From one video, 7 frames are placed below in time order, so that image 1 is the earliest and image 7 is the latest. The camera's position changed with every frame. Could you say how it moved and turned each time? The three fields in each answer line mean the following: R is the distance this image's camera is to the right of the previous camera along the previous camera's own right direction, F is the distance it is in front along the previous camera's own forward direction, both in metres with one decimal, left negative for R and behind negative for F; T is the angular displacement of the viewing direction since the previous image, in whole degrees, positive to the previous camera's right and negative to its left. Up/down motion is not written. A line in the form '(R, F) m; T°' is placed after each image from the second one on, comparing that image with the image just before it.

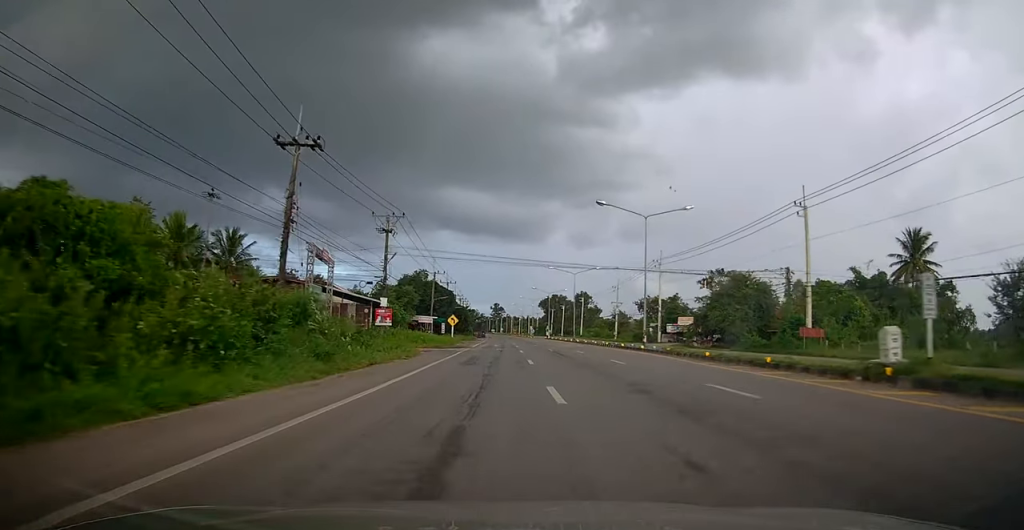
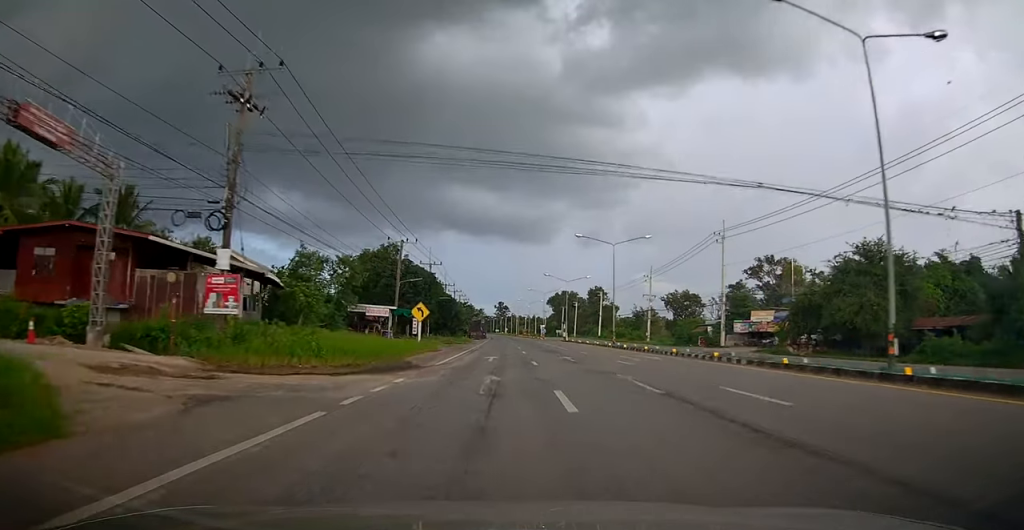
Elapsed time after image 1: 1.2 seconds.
(+0.1, +24.5) m; -1°
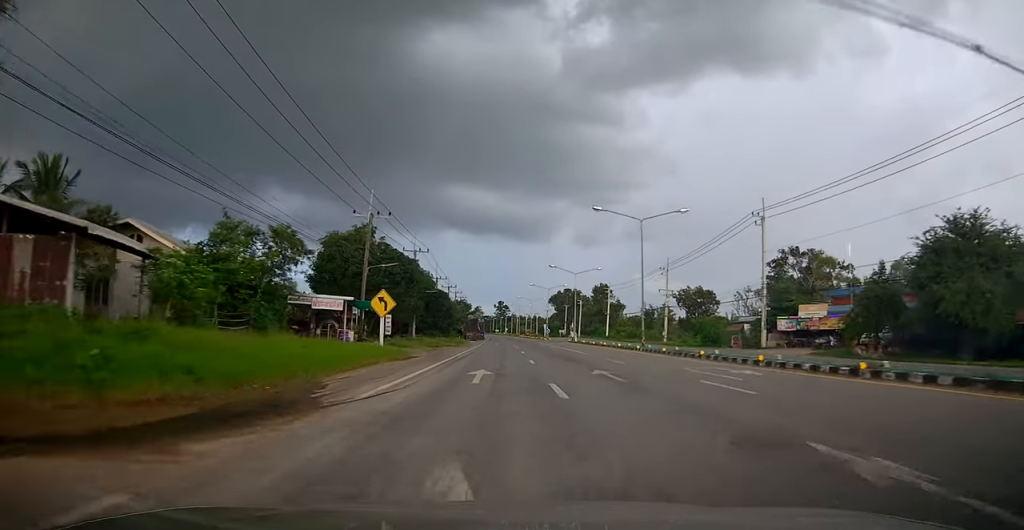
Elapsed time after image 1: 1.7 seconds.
(-0.1, +10.4) m; -1°
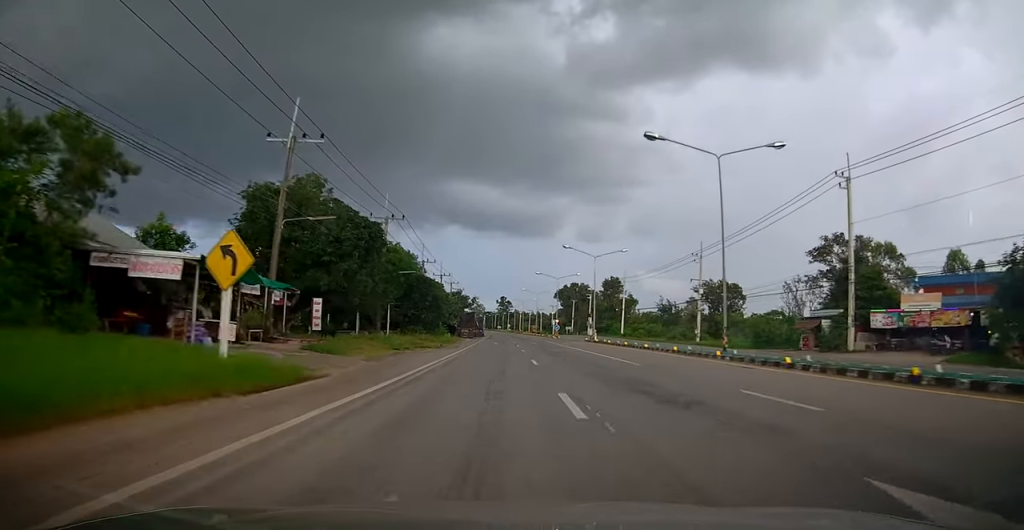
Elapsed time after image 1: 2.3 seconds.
(-0.1, +14.2) m; 0°
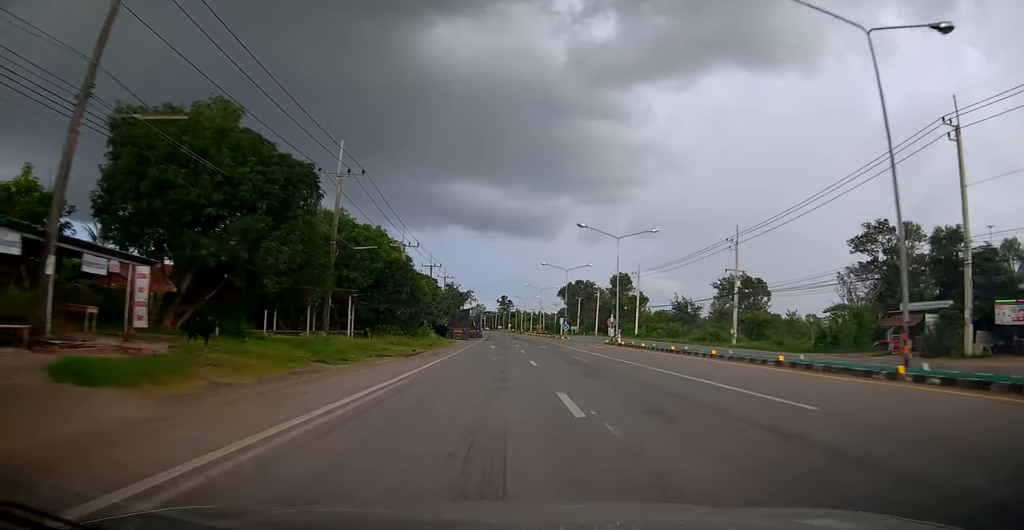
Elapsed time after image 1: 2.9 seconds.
(0.0, +11.8) m; 0°
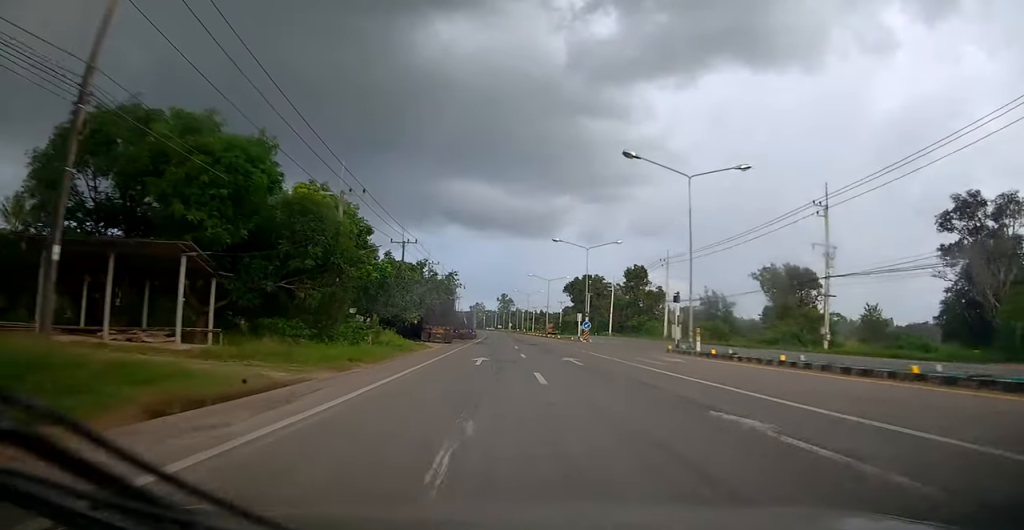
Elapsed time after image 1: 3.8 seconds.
(+0.1, +19.1) m; 0°
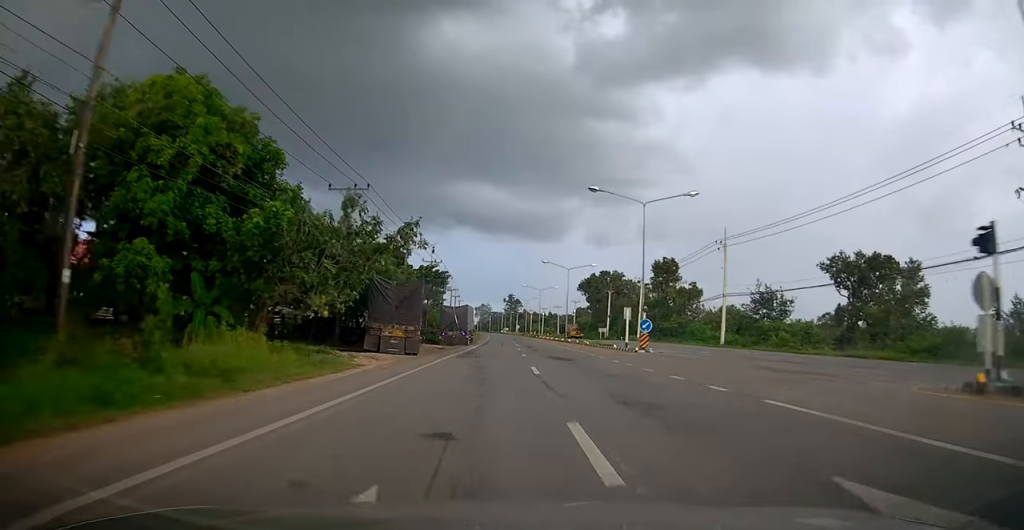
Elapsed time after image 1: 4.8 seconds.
(0.0, +20.9) m; 0°
